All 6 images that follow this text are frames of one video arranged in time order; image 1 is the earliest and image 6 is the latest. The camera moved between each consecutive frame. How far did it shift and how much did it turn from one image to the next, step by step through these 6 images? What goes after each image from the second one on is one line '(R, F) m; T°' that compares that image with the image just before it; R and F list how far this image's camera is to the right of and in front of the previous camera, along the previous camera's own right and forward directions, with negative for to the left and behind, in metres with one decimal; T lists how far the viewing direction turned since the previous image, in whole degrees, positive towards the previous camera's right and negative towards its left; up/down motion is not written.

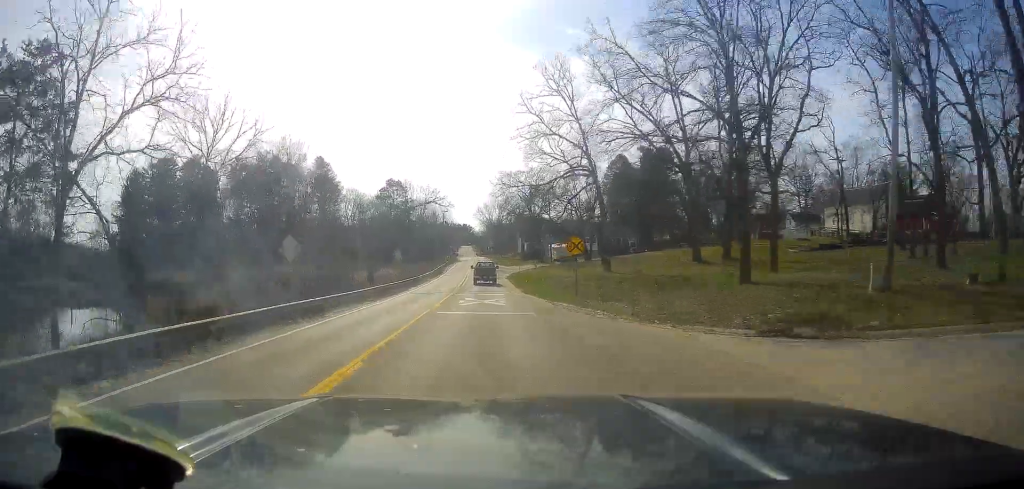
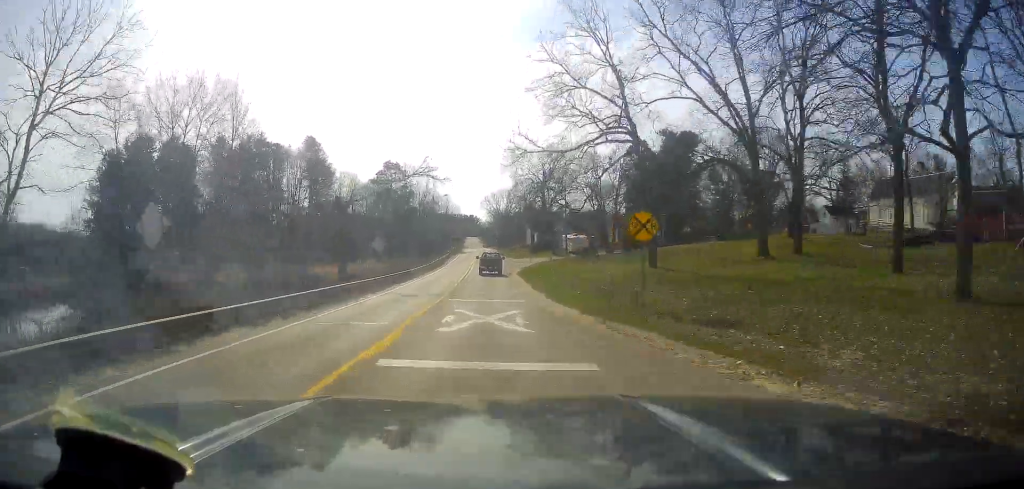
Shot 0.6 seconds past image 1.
(-0.1, +12.1) m; 0°
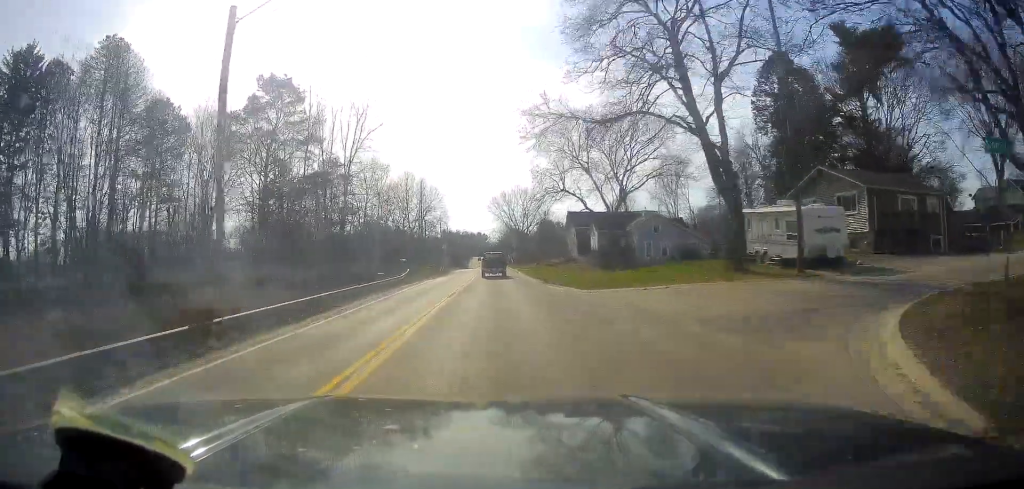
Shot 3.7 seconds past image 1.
(+1.4, +68.0) m; 0°
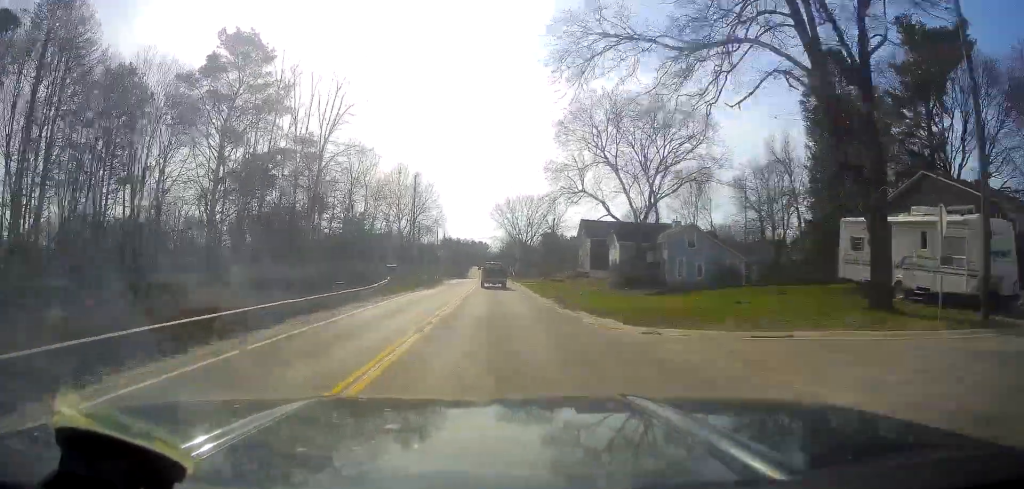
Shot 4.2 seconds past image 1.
(+0.1, +10.6) m; -1°
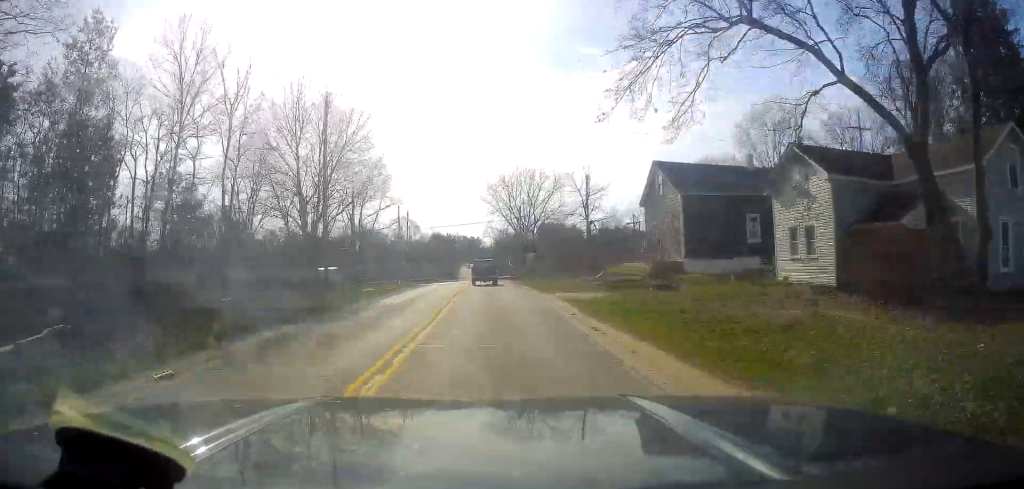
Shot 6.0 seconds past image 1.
(-0.4, +36.5) m; +2°
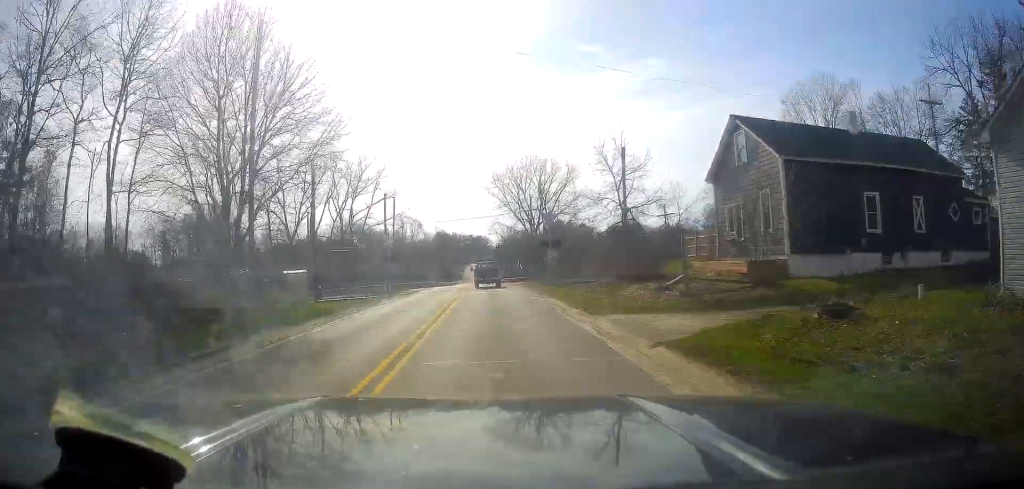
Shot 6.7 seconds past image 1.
(+0.3, +12.2) m; +1°
